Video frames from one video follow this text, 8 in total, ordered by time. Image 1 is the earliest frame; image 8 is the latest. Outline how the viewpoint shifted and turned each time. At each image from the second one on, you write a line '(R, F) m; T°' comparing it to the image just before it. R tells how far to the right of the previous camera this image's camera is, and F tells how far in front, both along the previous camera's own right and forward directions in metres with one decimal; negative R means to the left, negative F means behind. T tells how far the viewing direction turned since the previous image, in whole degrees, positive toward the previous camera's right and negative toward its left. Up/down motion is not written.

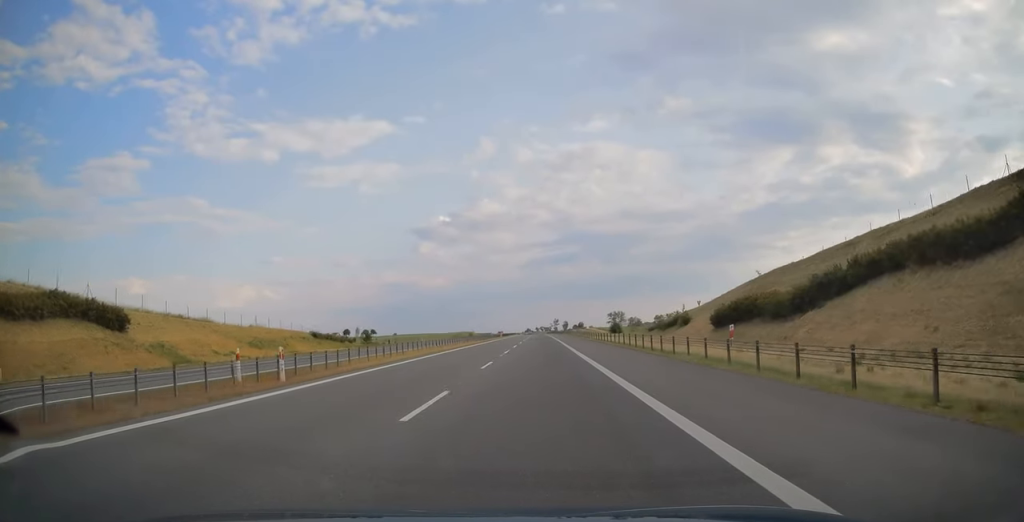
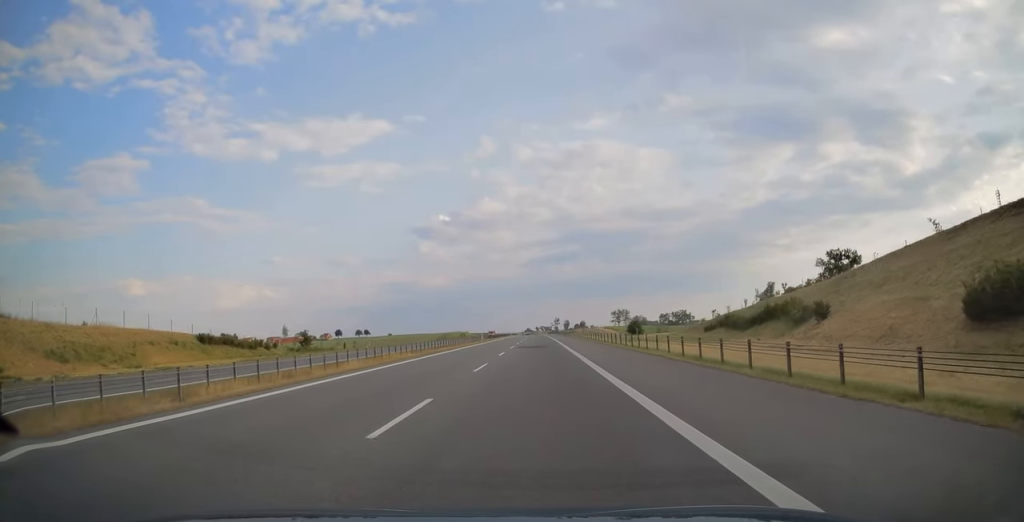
(0.0, +37.3) m; 0°
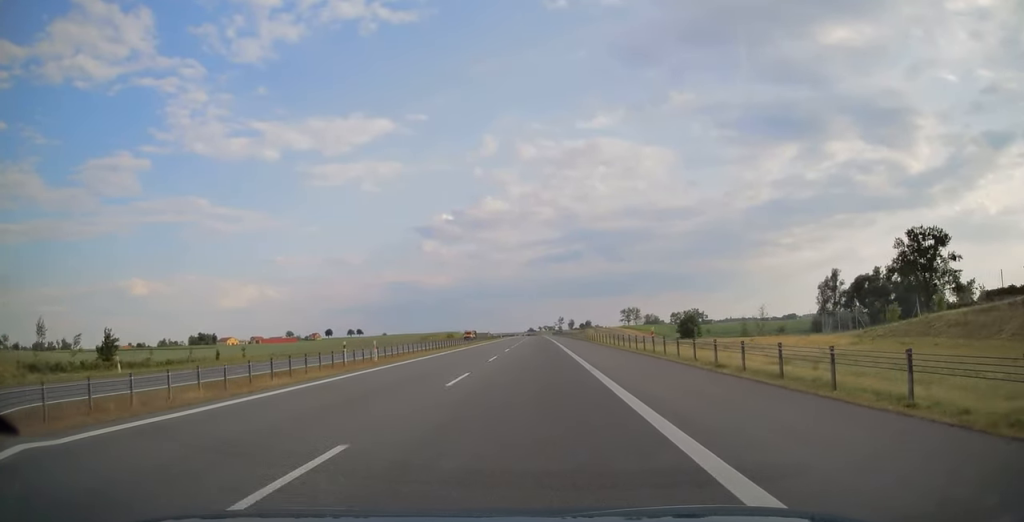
(-0.1, +52.5) m; 0°
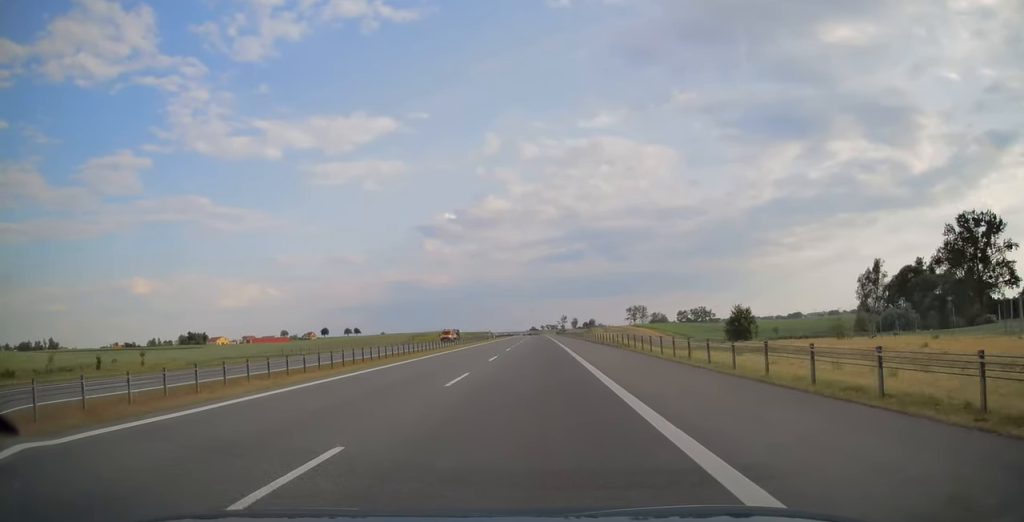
(0.0, +24.1) m; 0°
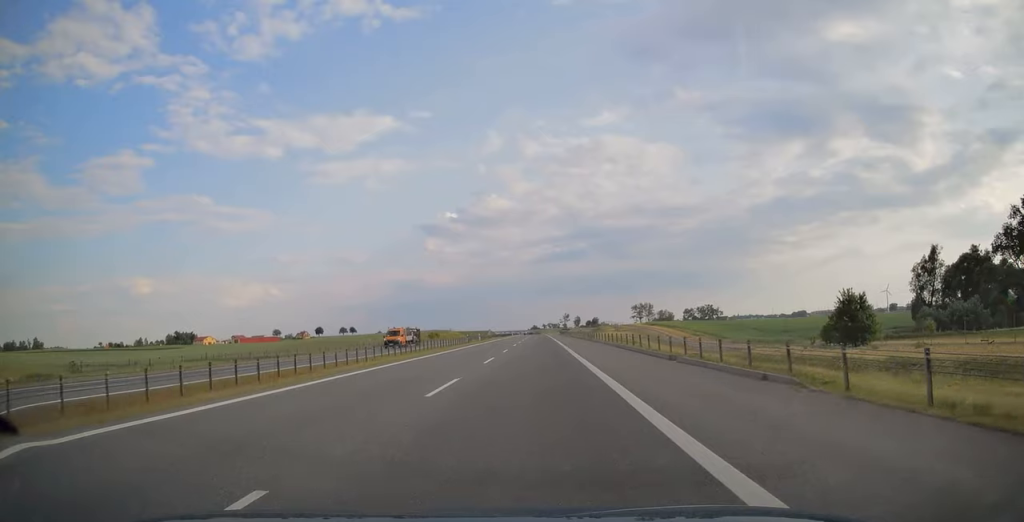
(0.0, +26.2) m; 0°
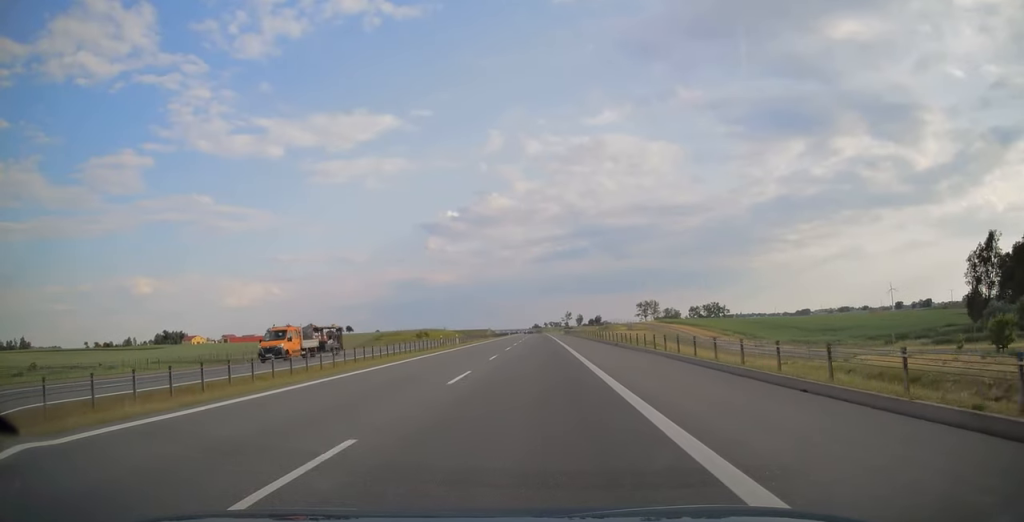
(-0.1, +21.4) m; 0°
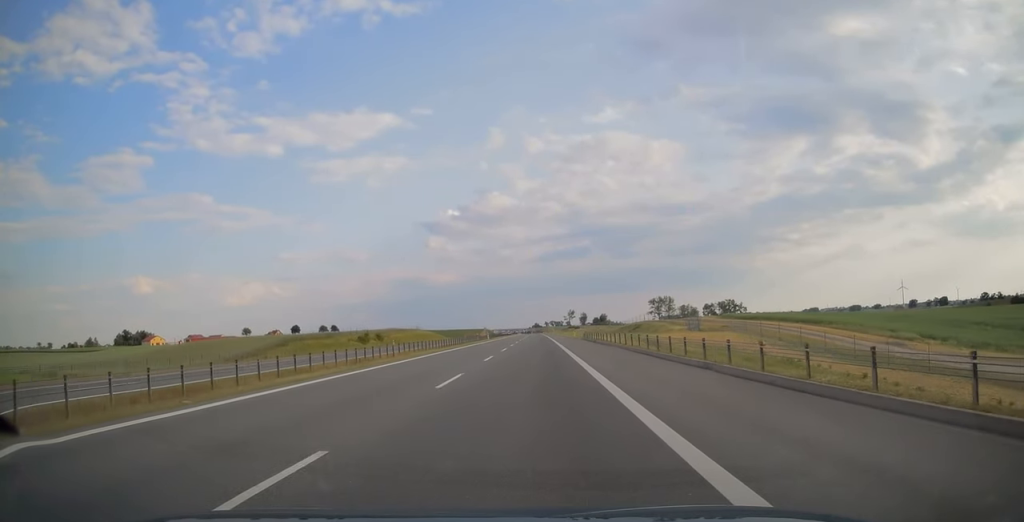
(-0.1, +60.8) m; 0°
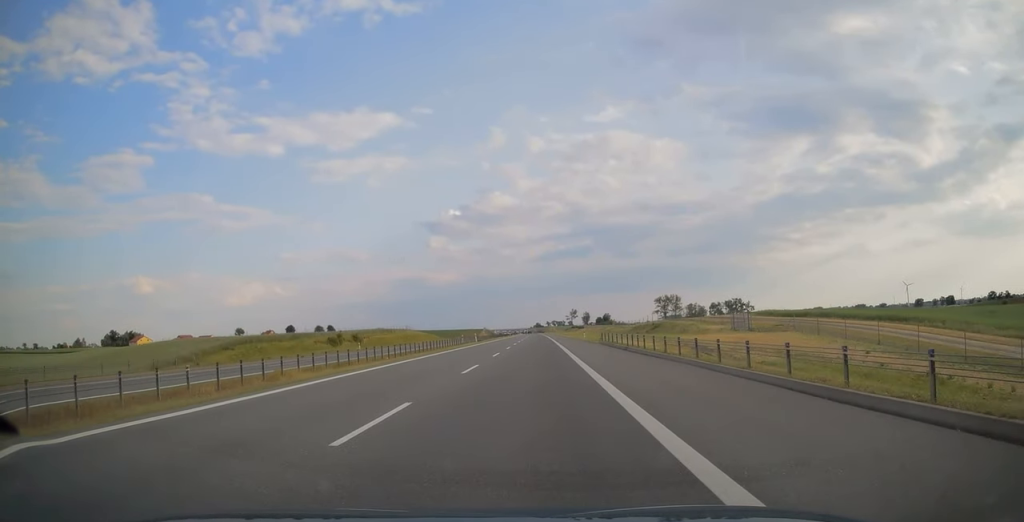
(0.0, +19.2) m; 0°
